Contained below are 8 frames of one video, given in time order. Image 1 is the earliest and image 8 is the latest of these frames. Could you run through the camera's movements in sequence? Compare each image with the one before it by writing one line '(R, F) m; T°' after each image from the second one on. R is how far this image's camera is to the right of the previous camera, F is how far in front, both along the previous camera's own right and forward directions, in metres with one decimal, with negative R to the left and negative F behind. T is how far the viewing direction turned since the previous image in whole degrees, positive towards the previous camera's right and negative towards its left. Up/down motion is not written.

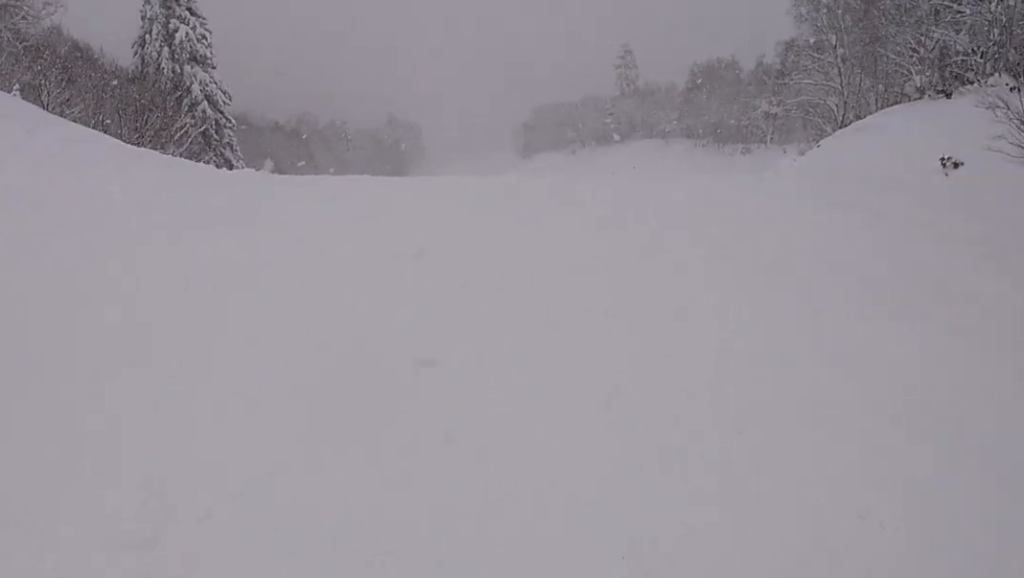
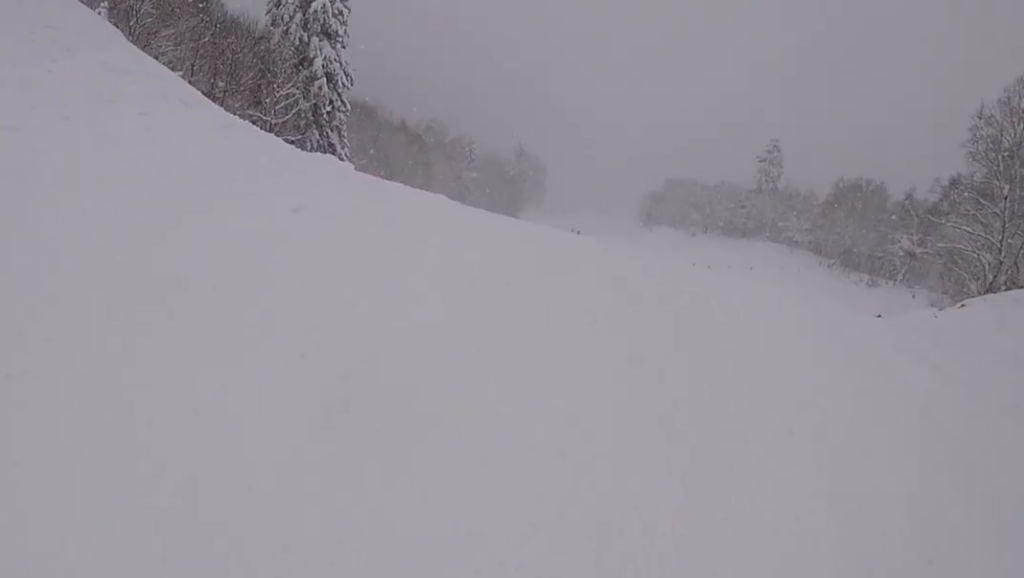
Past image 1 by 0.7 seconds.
(+0.1, +3.8) m; -8°
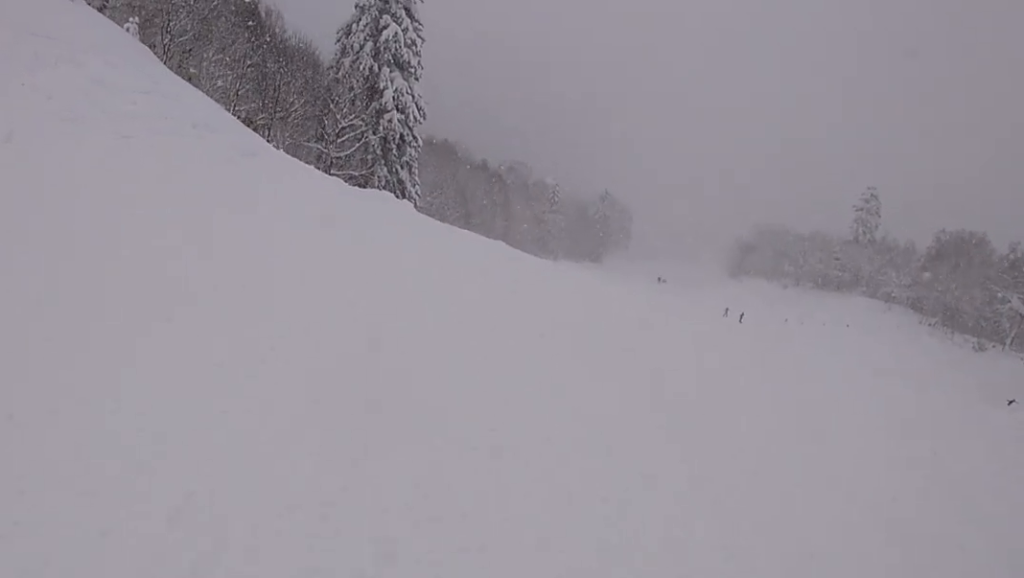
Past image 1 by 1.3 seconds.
(+0.2, +3.6) m; -17°
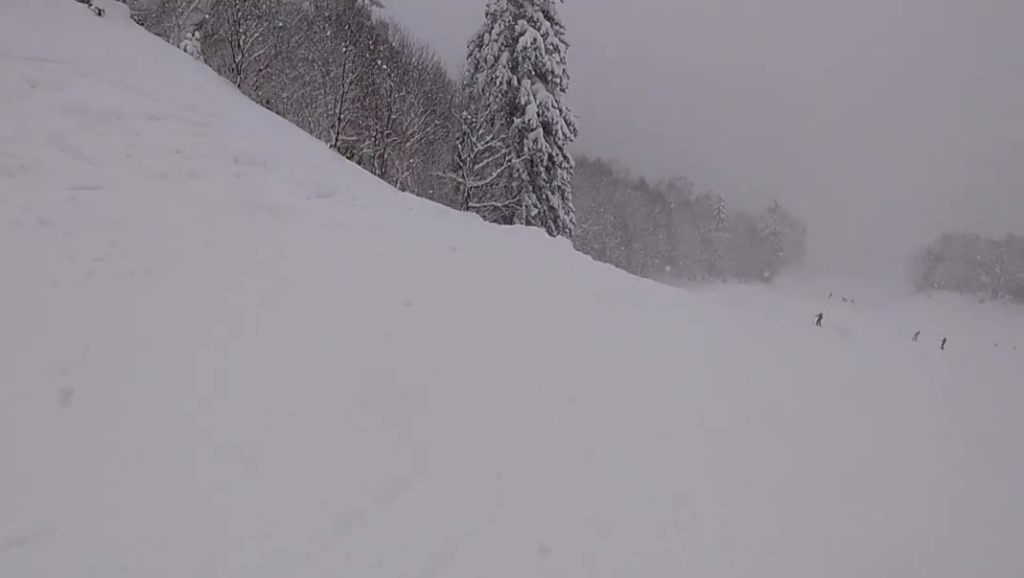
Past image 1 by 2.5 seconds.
(-2.2, +5.4) m; -14°
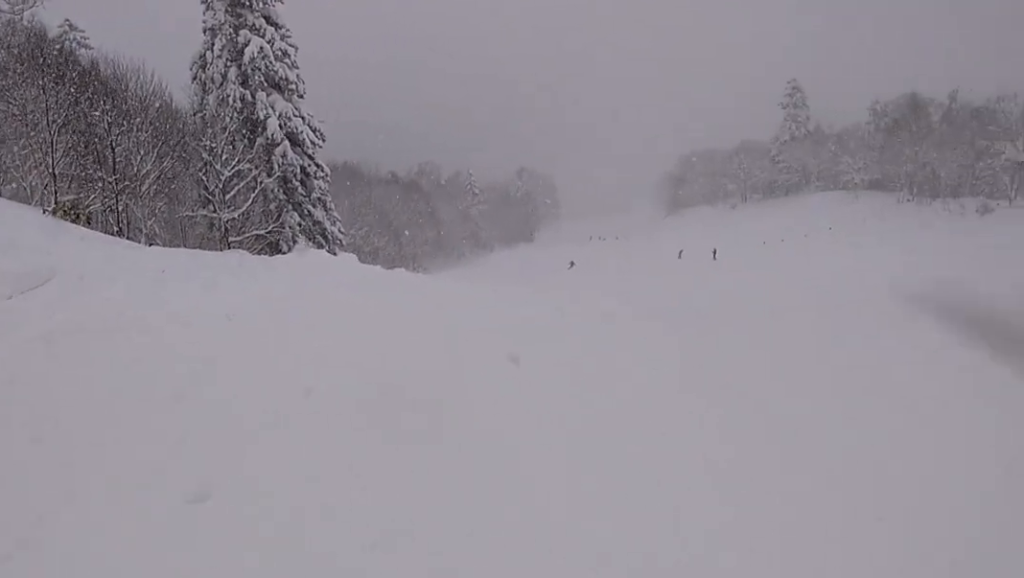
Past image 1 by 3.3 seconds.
(+0.4, +3.7) m; +10°
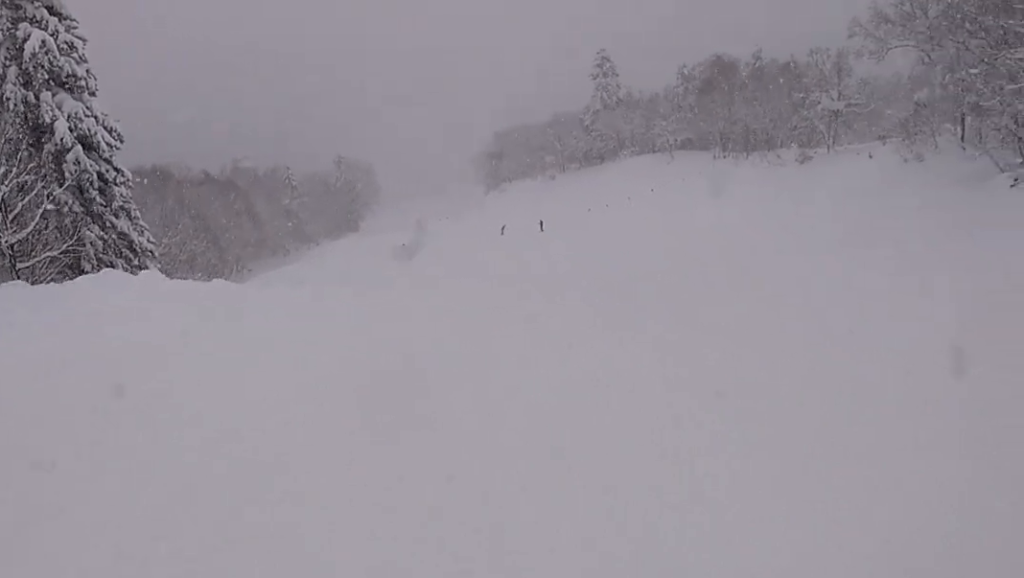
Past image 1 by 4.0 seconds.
(+0.1, +3.2) m; +18°
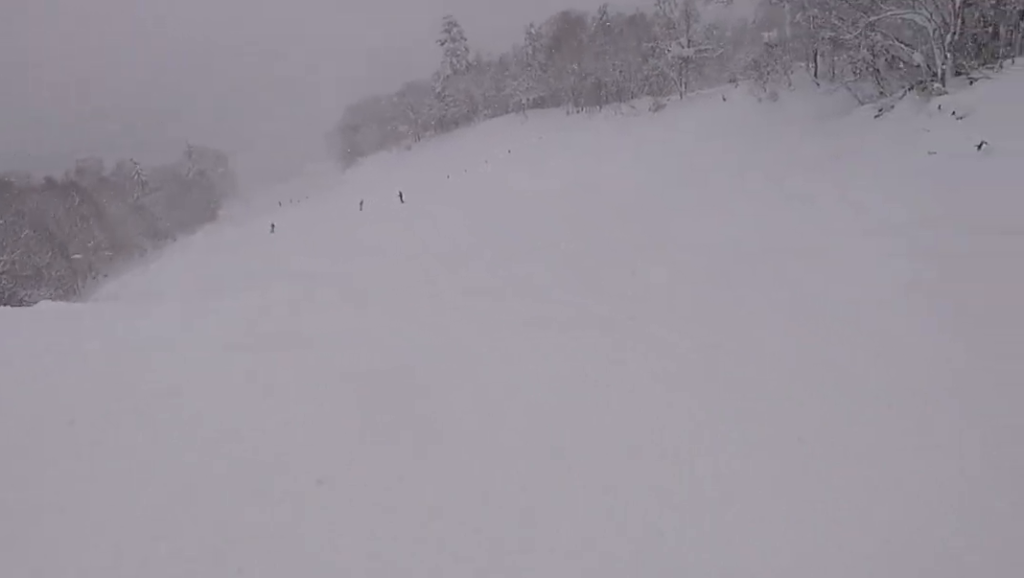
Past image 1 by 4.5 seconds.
(+0.1, +1.7) m; +10°
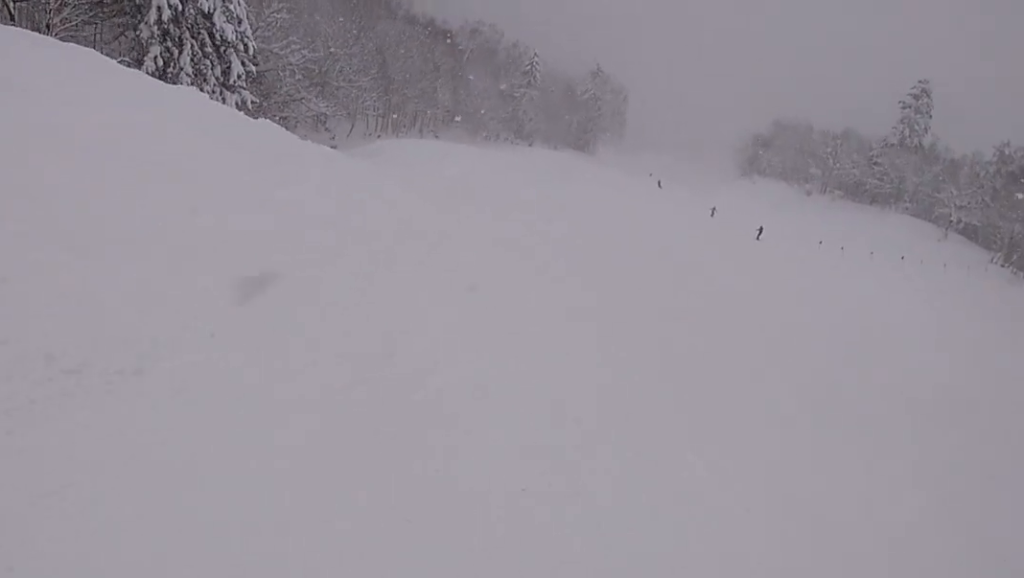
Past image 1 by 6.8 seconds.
(+1.5, +9.0) m; -10°
